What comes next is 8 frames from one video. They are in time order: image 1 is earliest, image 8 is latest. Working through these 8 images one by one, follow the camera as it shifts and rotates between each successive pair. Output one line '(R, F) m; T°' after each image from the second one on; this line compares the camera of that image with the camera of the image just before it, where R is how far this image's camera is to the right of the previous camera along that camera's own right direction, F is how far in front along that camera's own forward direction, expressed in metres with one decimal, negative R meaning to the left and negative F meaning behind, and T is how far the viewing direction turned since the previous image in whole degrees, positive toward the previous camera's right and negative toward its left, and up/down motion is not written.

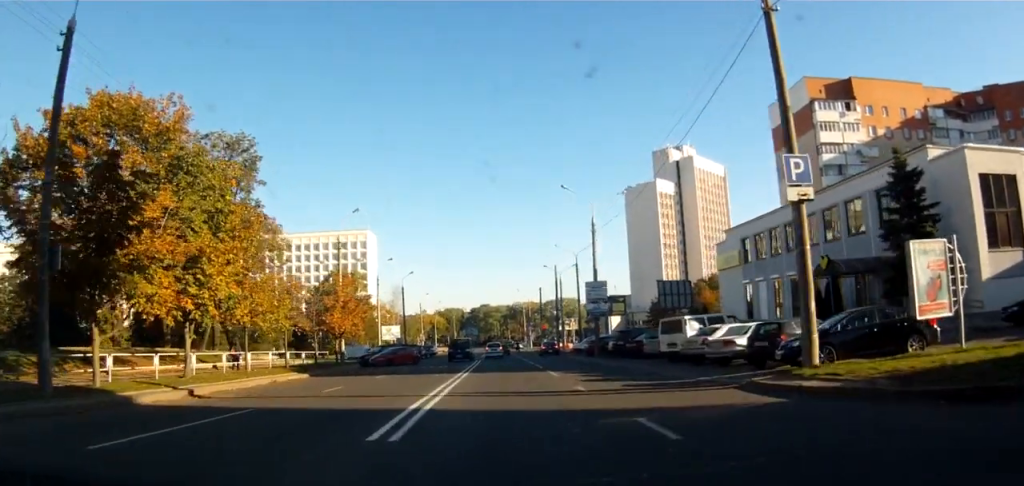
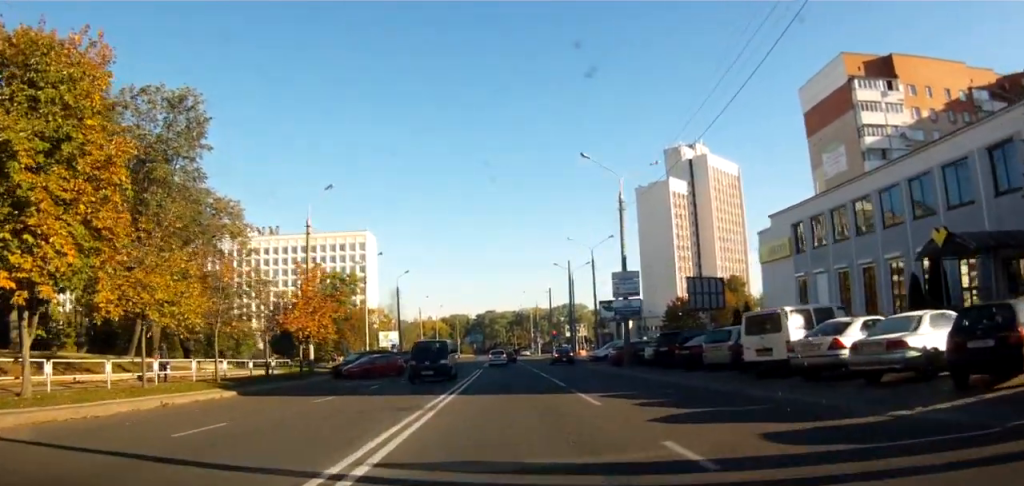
(-0.1, +9.1) m; -1°
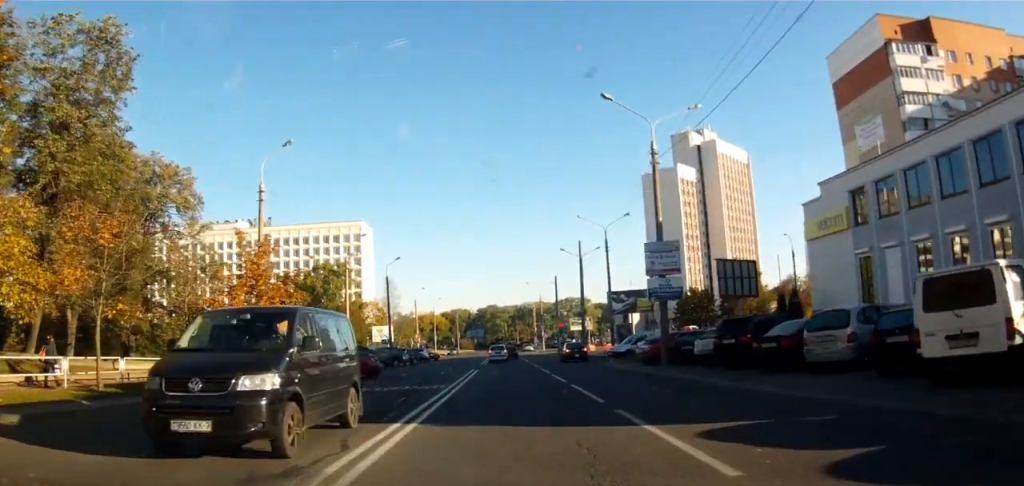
(0.0, +8.8) m; 0°
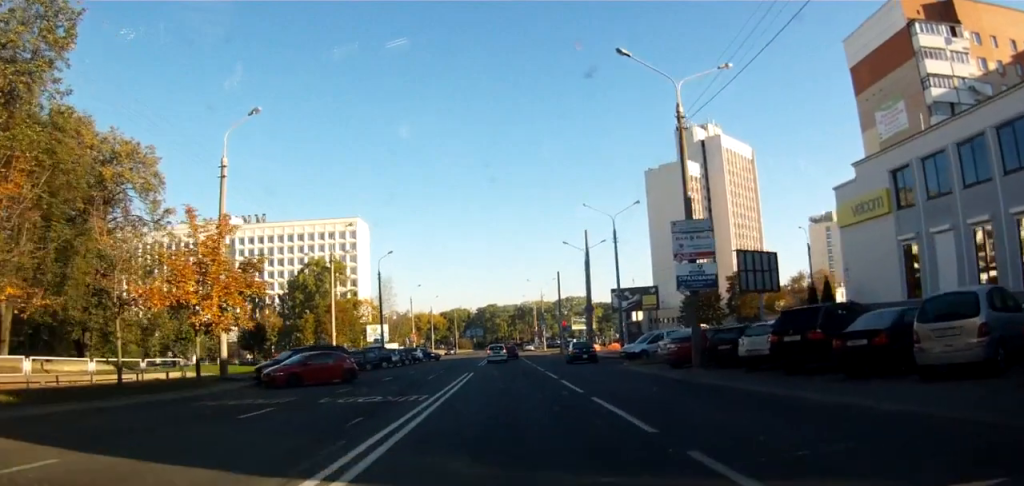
(0.0, +4.8) m; 0°
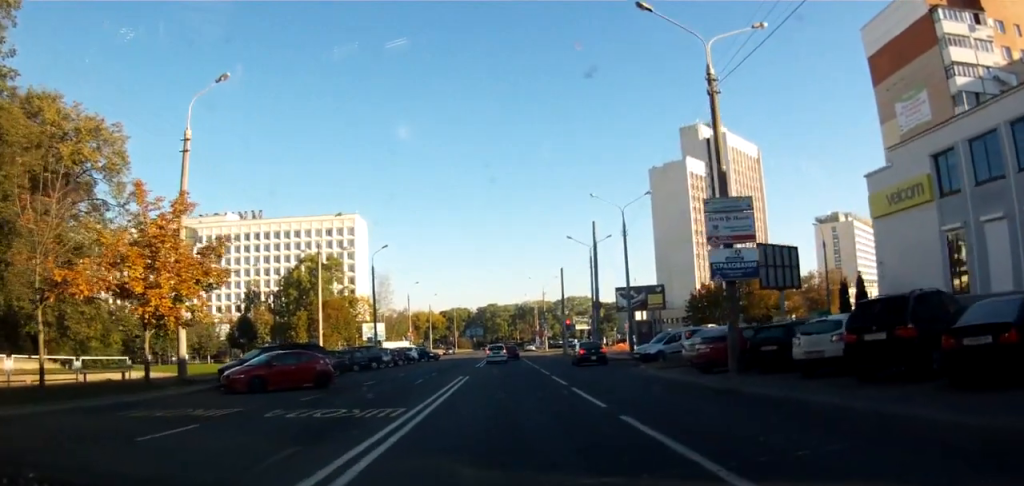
(0.0, +3.8) m; 0°
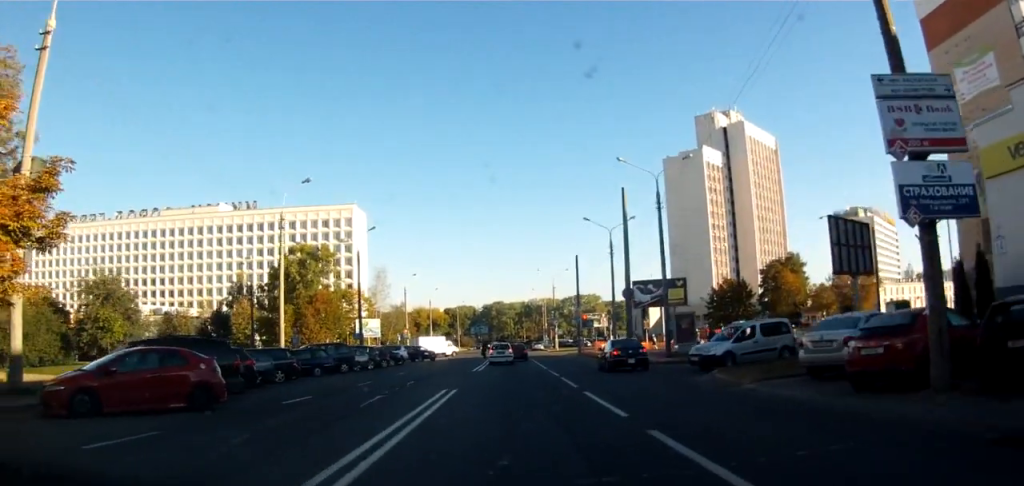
(0.0, +9.2) m; -1°
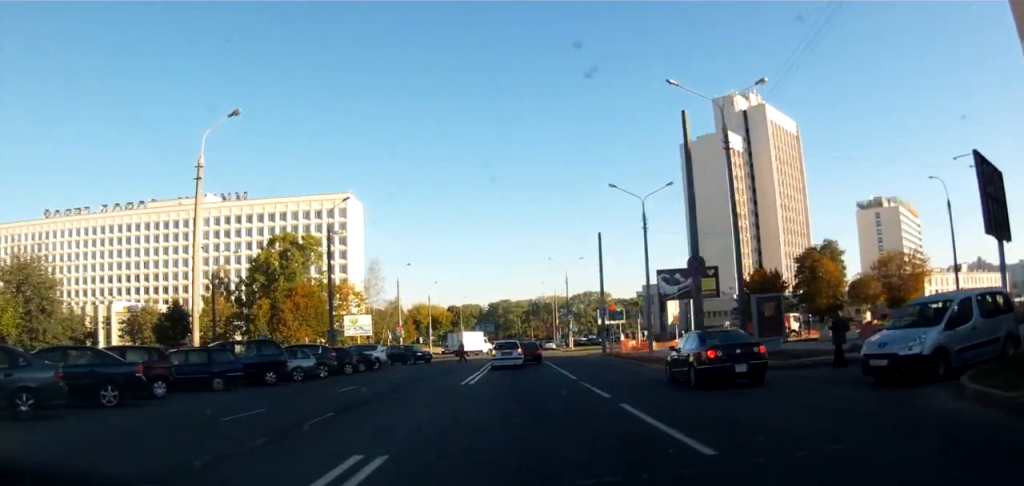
(-0.3, +11.7) m; -1°
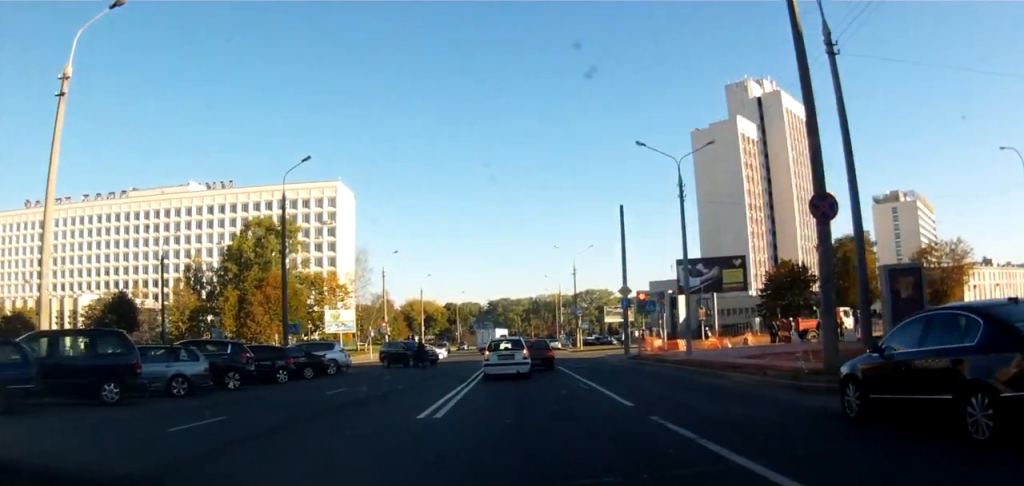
(+0.2, +10.2) m; +2°
